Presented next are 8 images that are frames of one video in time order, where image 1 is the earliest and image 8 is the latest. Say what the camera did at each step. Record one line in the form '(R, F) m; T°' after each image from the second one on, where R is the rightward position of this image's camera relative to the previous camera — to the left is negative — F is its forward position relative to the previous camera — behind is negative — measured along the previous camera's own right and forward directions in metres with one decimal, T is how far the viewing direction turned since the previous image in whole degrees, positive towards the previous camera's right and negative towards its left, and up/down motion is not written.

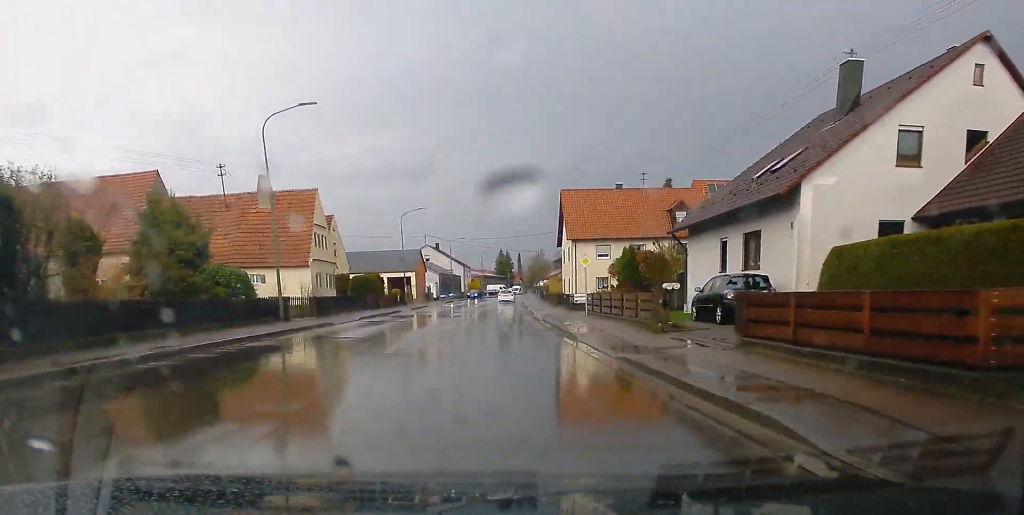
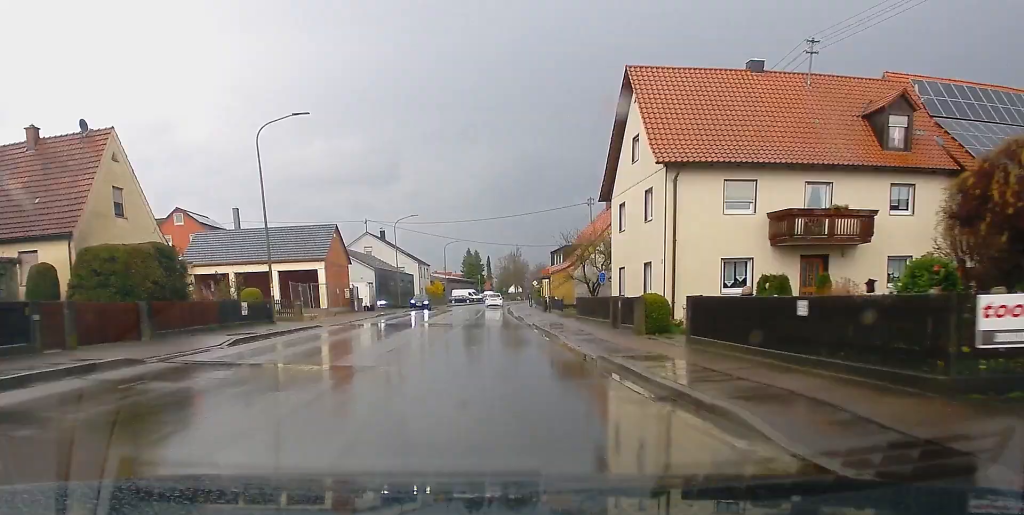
(+1.3, +38.8) m; +3°
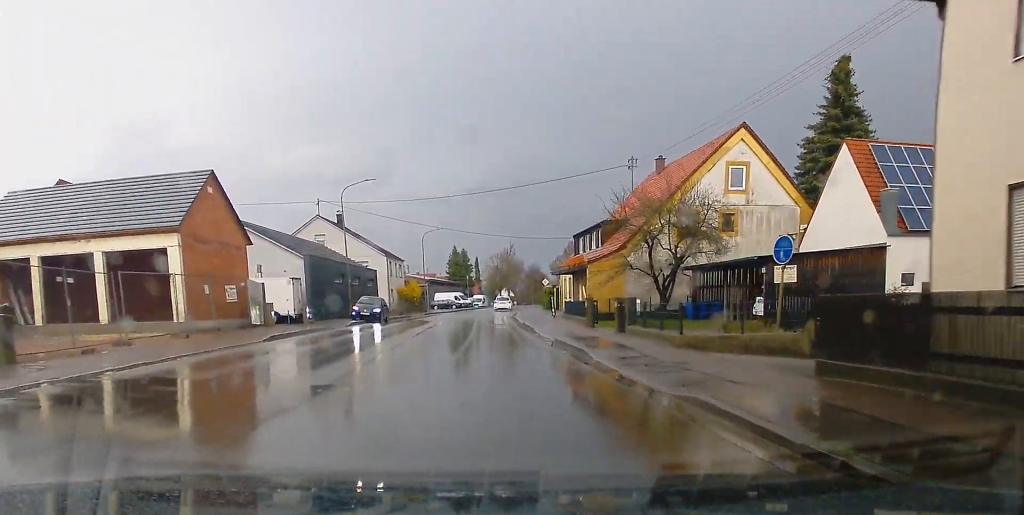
(-0.1, +25.2) m; +1°
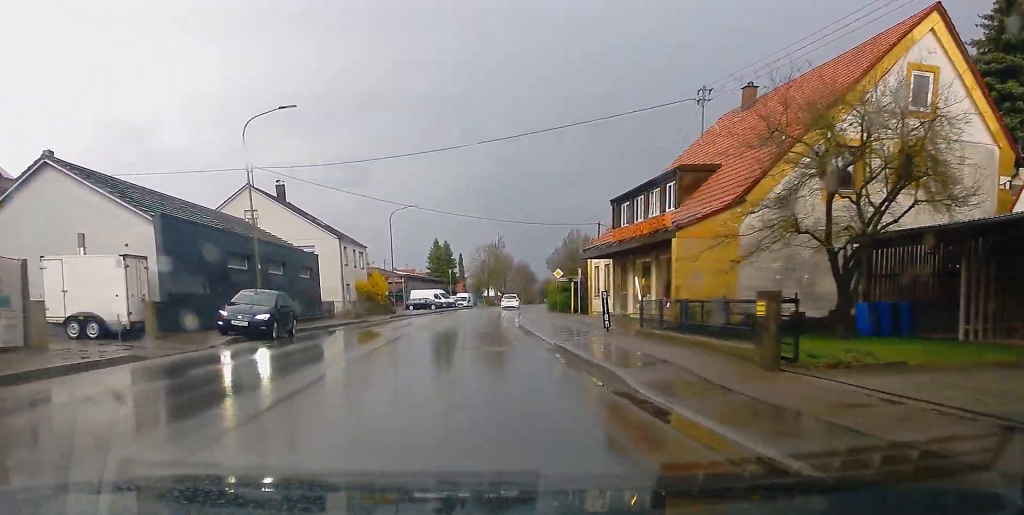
(+0.5, +19.1) m; +1°
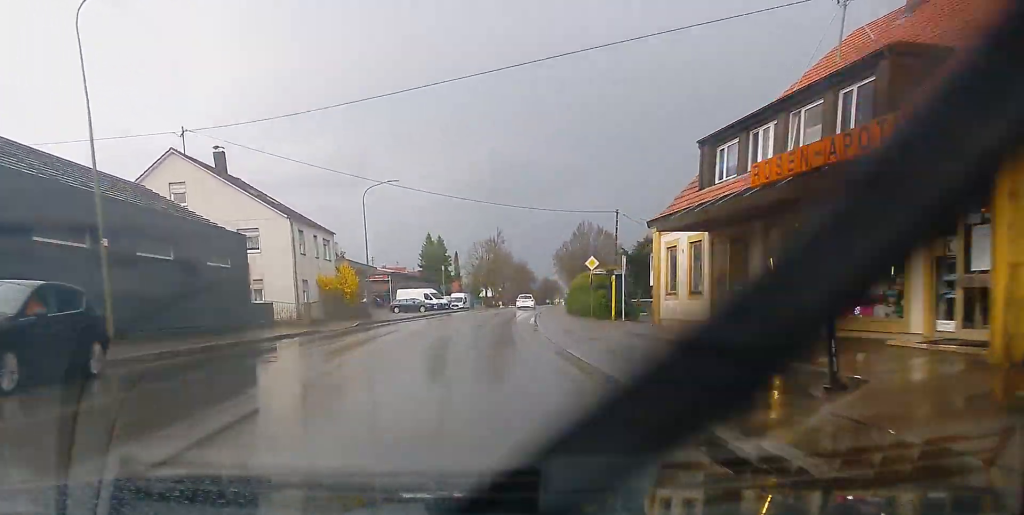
(+0.1, +14.1) m; +1°
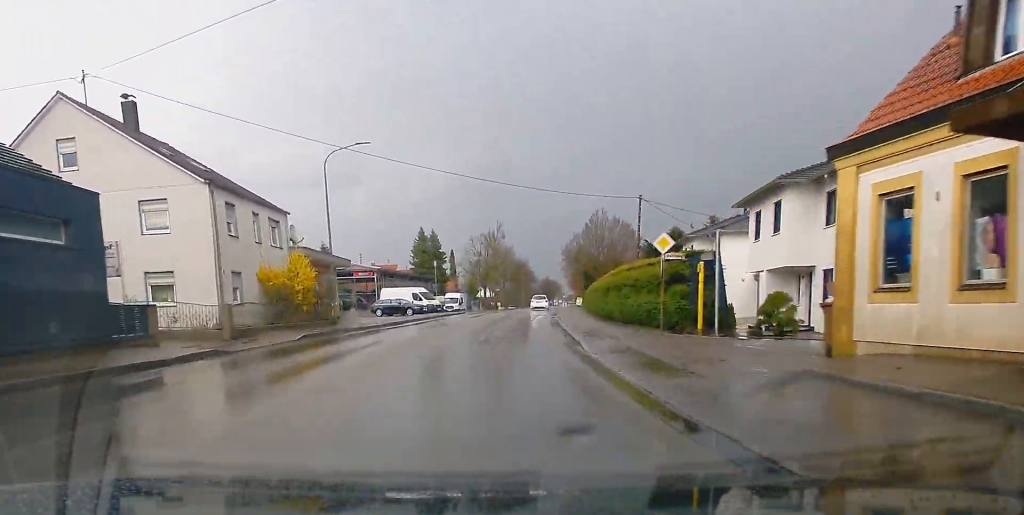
(-0.2, +13.0) m; +1°
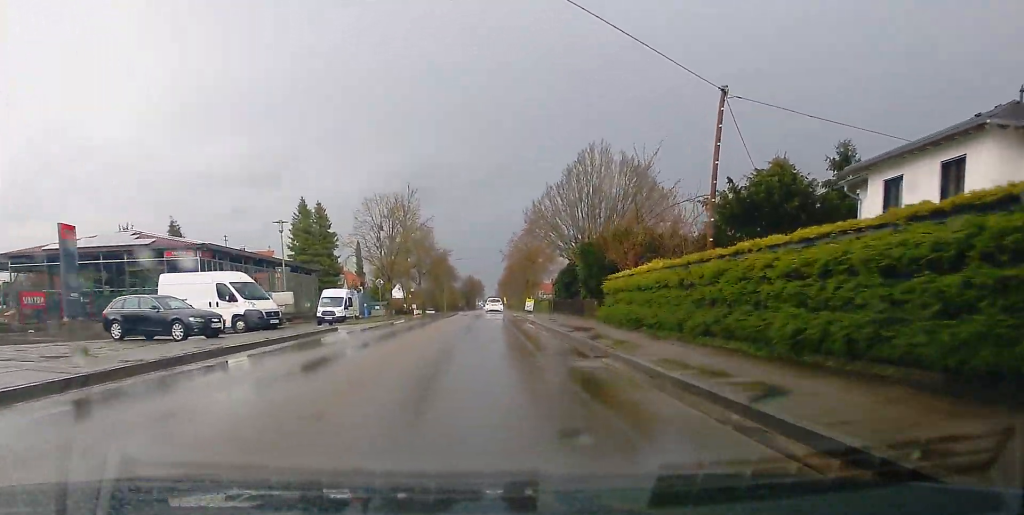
(+1.5, +39.5) m; +5°
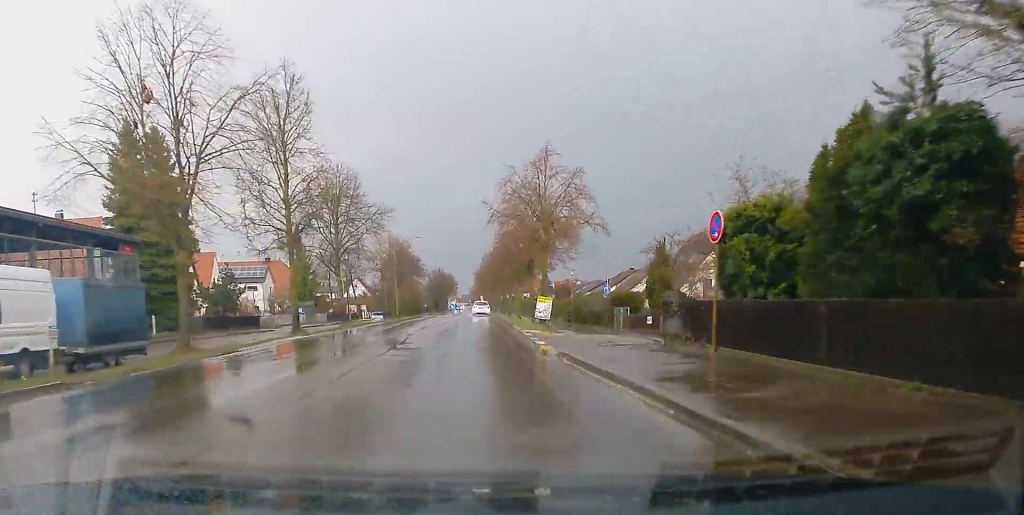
(+1.1, +44.3) m; +2°
